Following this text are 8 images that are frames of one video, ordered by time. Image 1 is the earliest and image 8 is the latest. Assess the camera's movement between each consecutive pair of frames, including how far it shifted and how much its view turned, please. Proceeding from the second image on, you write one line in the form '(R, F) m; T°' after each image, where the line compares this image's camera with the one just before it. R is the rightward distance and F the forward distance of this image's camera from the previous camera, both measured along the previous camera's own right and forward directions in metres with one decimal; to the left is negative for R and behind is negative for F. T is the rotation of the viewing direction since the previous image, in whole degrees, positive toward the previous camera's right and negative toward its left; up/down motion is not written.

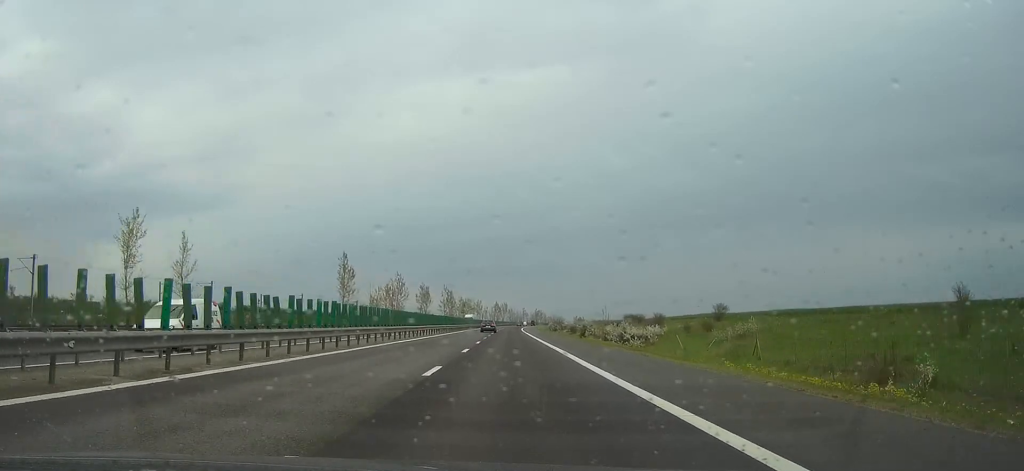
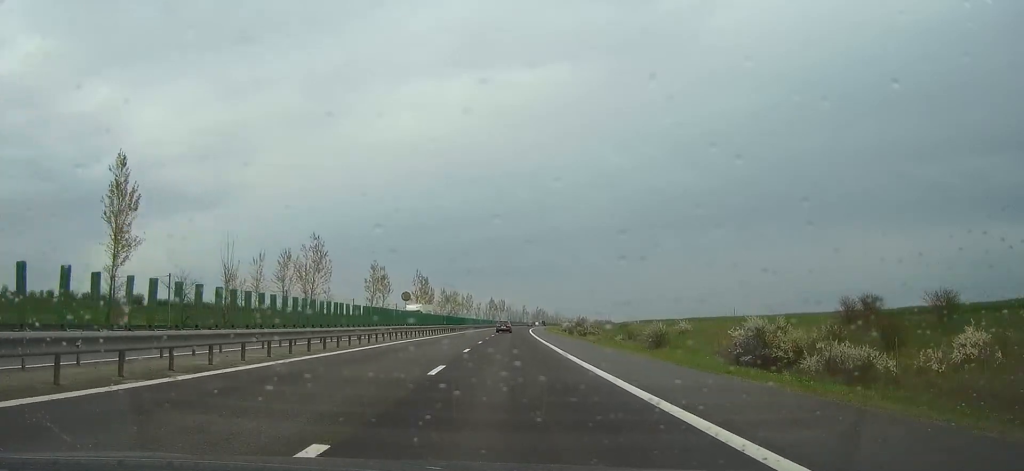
(0.0, +77.8) m; 0°
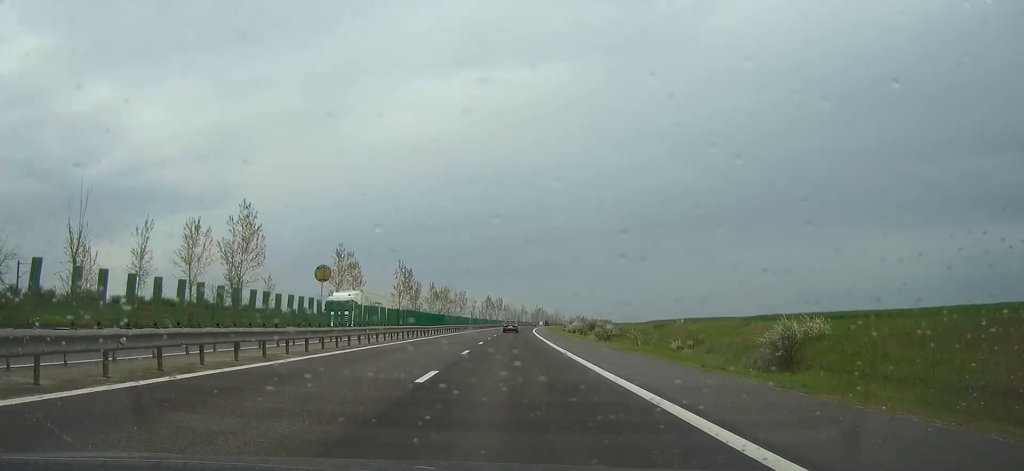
(0.0, +26.7) m; 0°
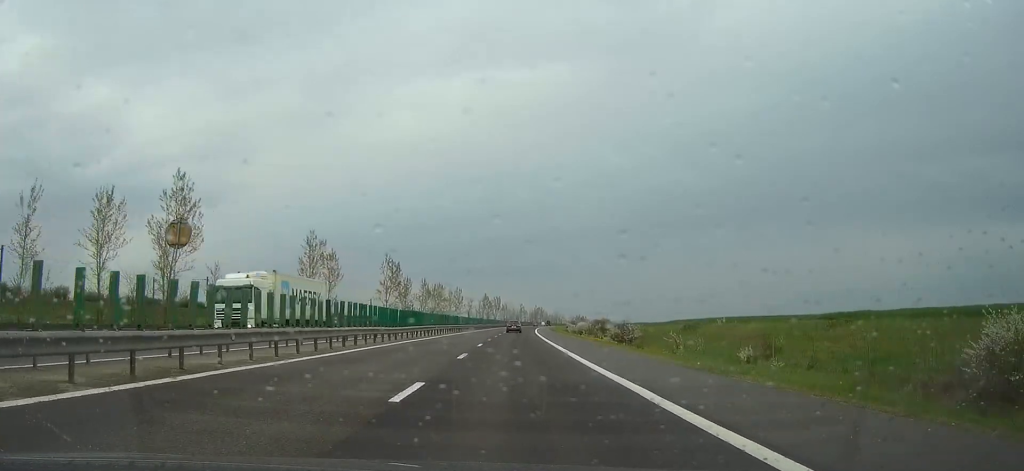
(0.0, +15.1) m; 0°
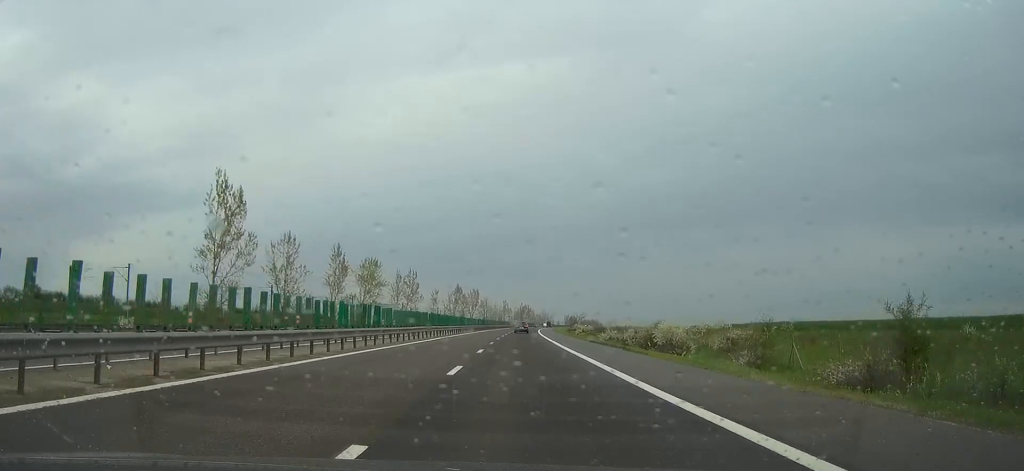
(+1.2, +78.6) m; +2°
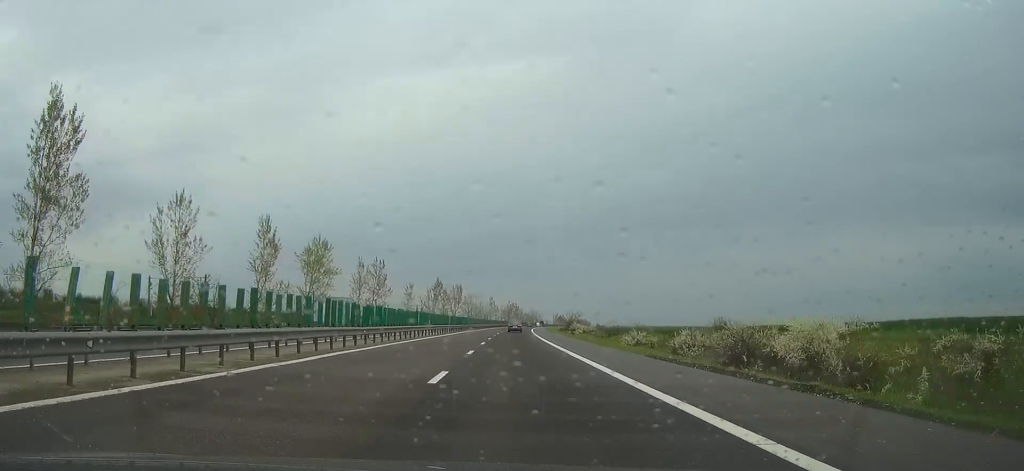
(+0.1, +26.3) m; +1°
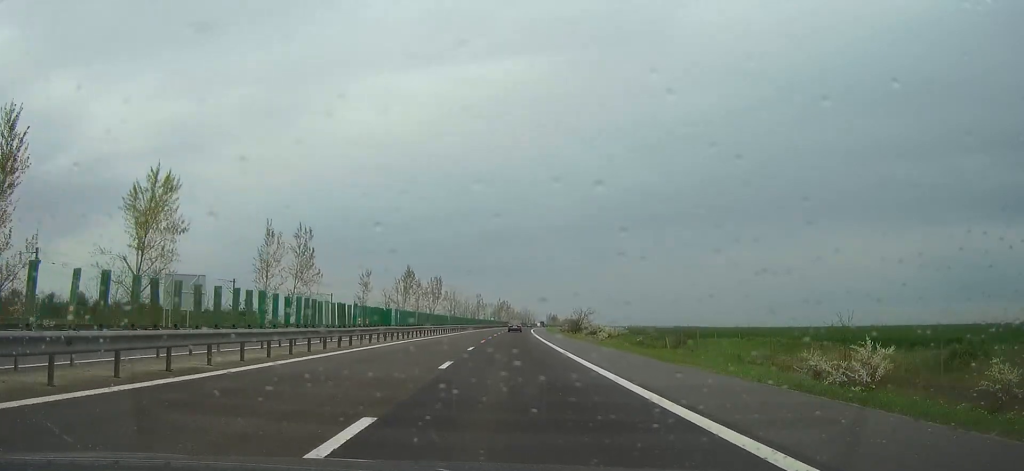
(+0.5, +44.0) m; +1°
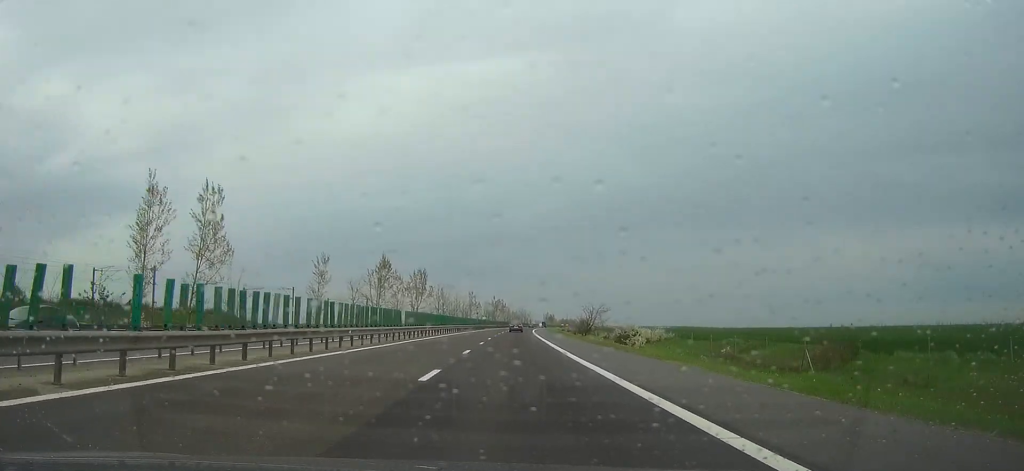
(0.0, +27.9) m; 0°
